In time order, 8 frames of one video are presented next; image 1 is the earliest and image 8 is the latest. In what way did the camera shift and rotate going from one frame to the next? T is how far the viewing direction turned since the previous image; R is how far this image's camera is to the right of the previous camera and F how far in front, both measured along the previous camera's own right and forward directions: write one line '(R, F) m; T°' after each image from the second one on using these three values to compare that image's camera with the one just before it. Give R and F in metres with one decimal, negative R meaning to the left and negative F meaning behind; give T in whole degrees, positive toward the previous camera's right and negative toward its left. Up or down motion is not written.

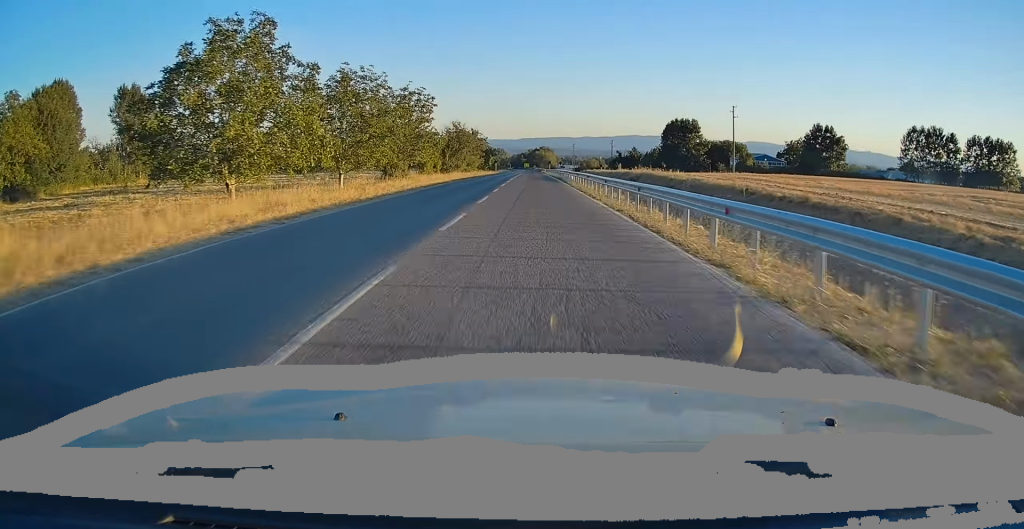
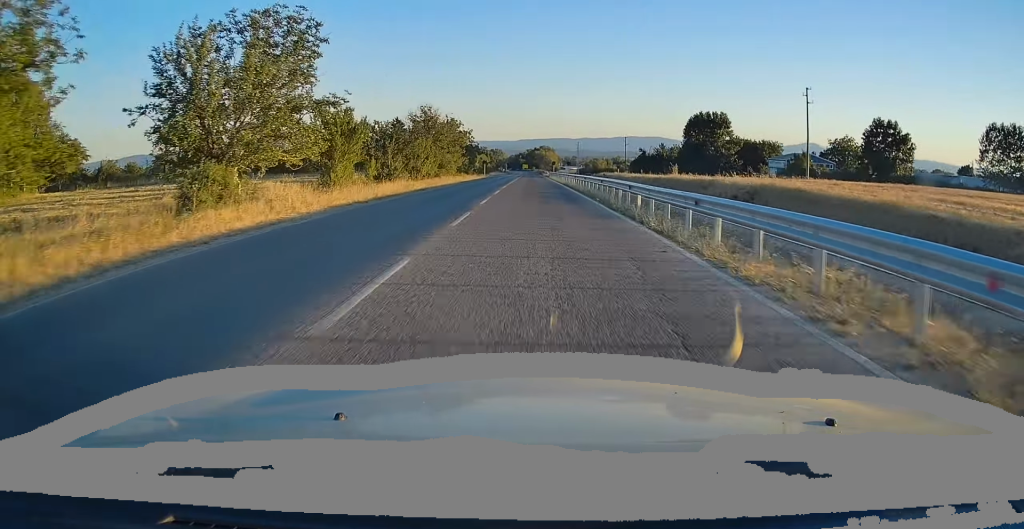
(+0.1, +30.5) m; 0°
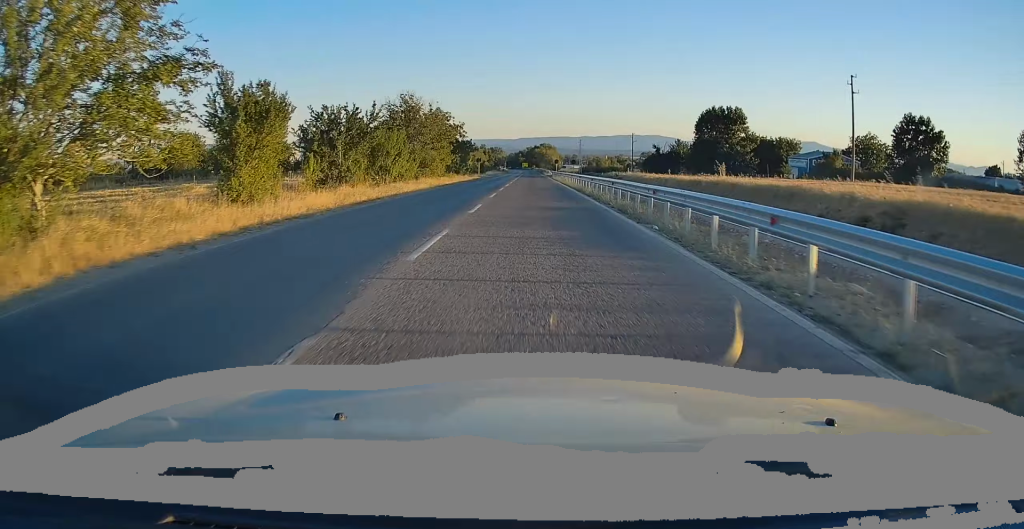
(-0.1, +11.7) m; 0°
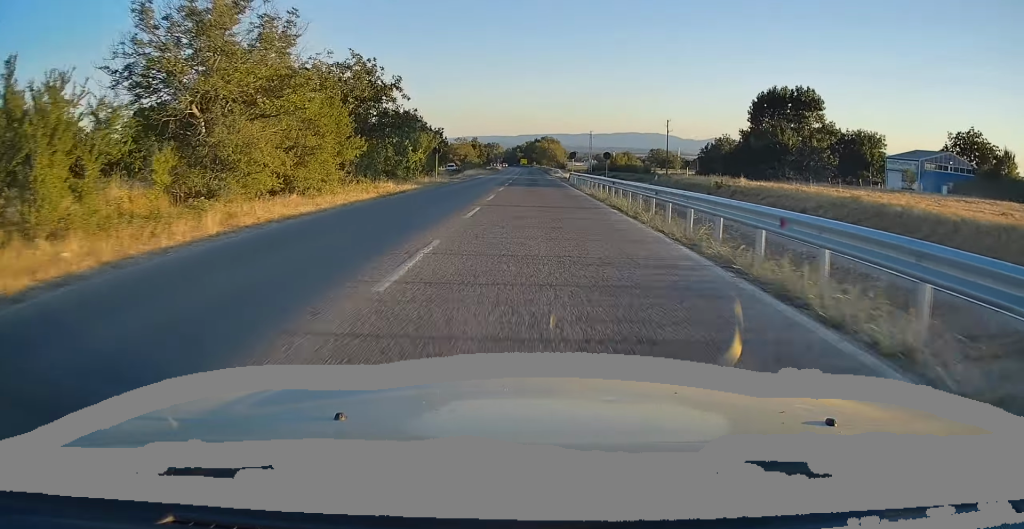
(0.0, +40.2) m; 0°
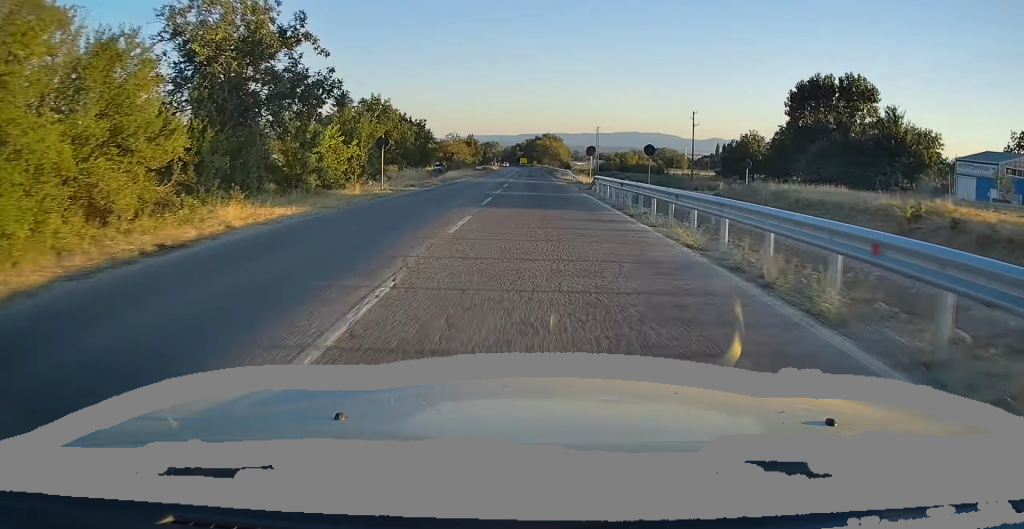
(0.0, +18.3) m; 0°
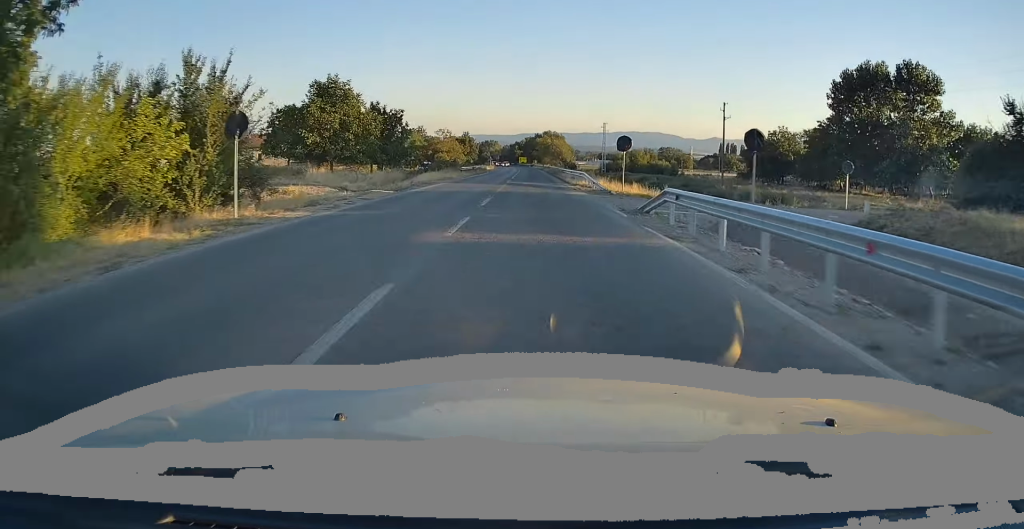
(0.0, +16.2) m; 0°
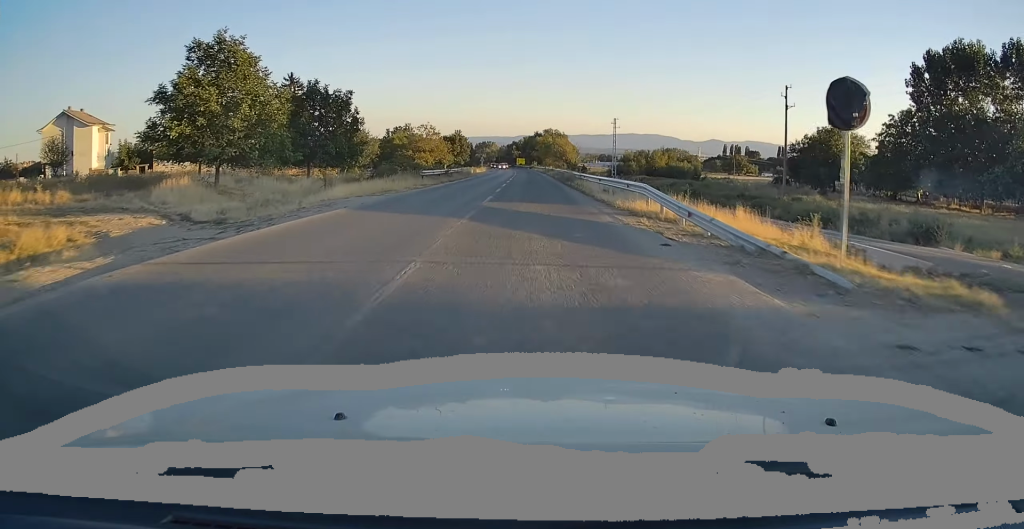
(0.0, +21.2) m; 0°
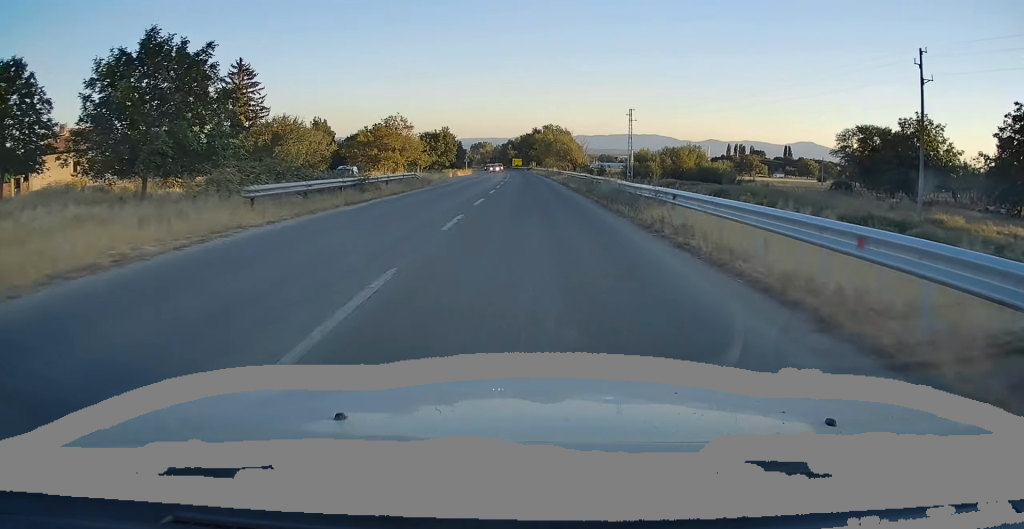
(0.0, +24.1) m; 0°
